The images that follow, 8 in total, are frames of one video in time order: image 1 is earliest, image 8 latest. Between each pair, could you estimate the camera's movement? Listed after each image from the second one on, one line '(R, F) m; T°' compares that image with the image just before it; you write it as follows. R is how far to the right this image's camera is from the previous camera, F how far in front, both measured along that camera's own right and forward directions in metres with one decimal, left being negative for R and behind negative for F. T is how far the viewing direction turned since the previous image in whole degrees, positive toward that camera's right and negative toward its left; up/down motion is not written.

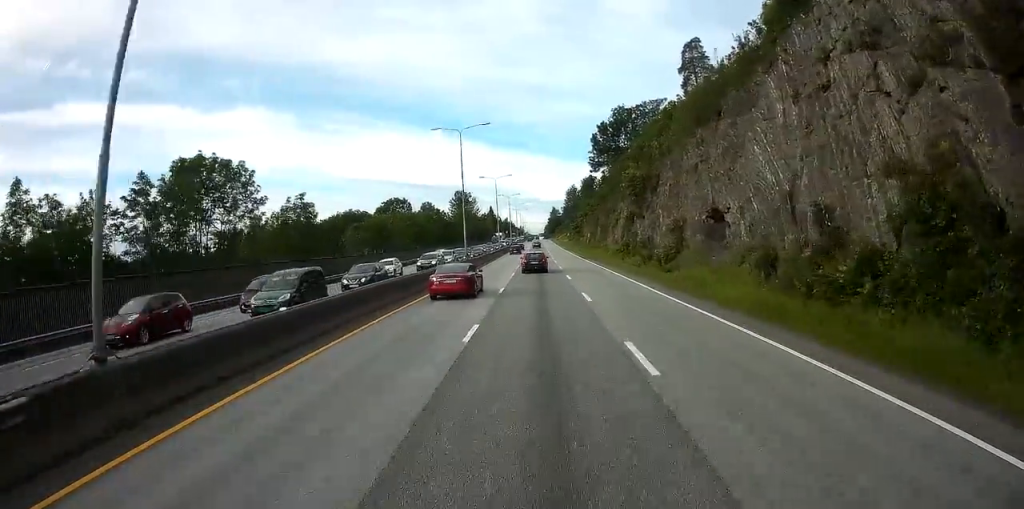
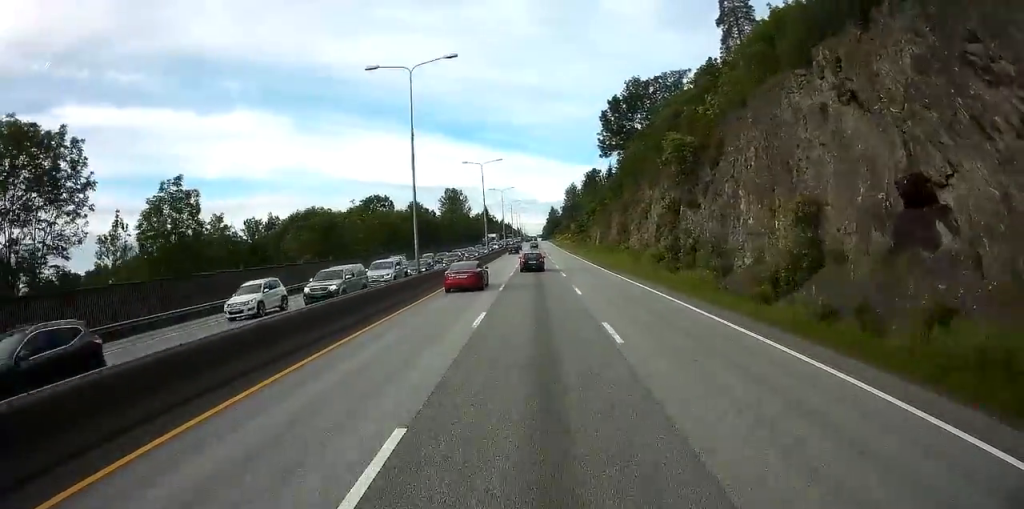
(0.0, +21.0) m; 0°
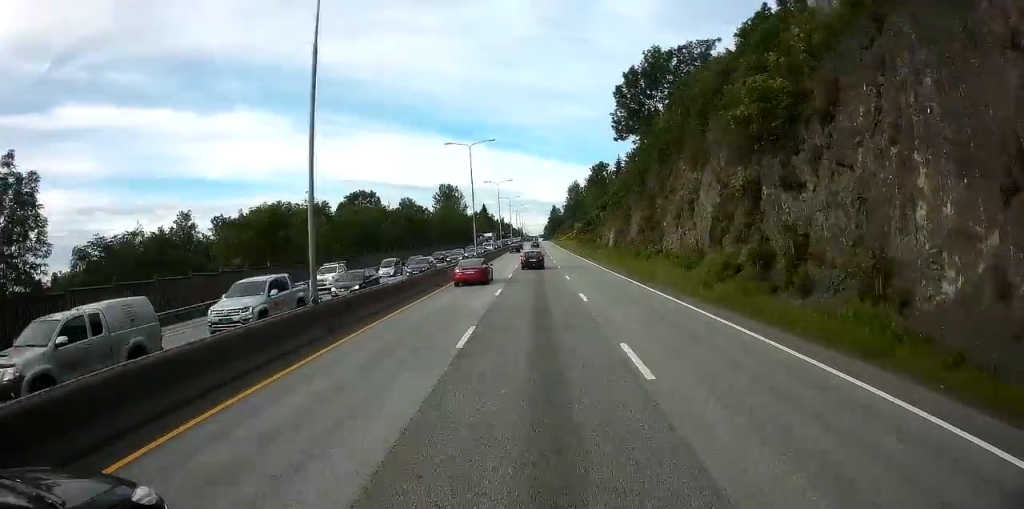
(0.0, +15.6) m; 0°
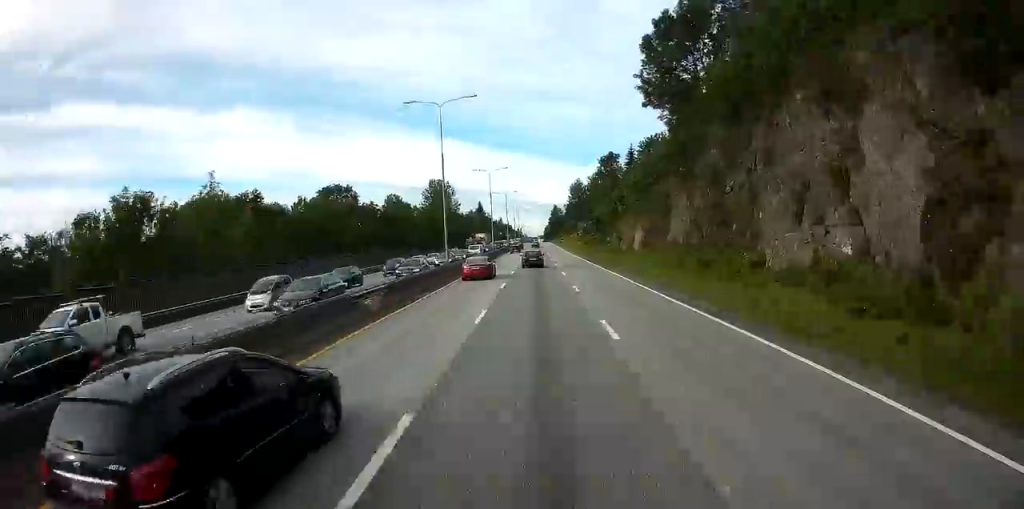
(+0.1, +20.4) m; 0°
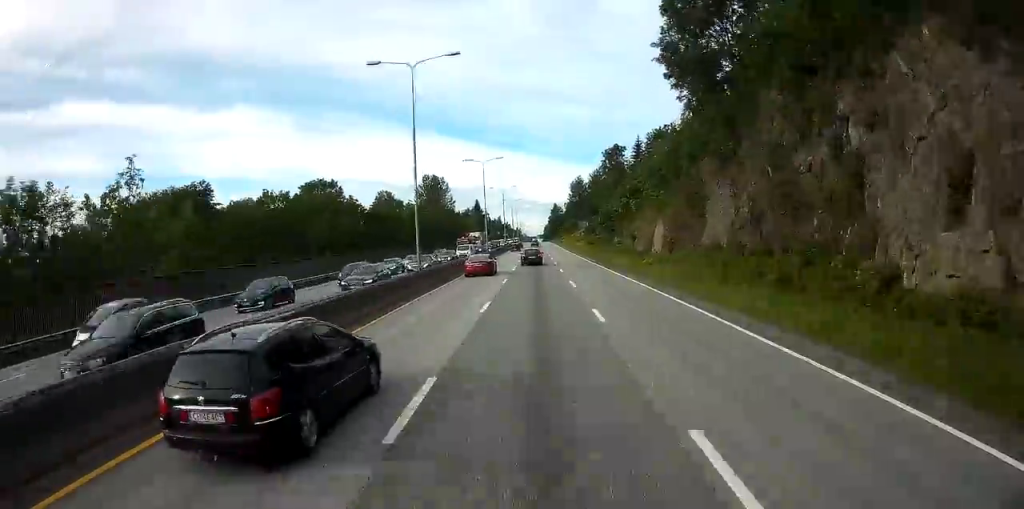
(0.0, +10.1) m; 0°
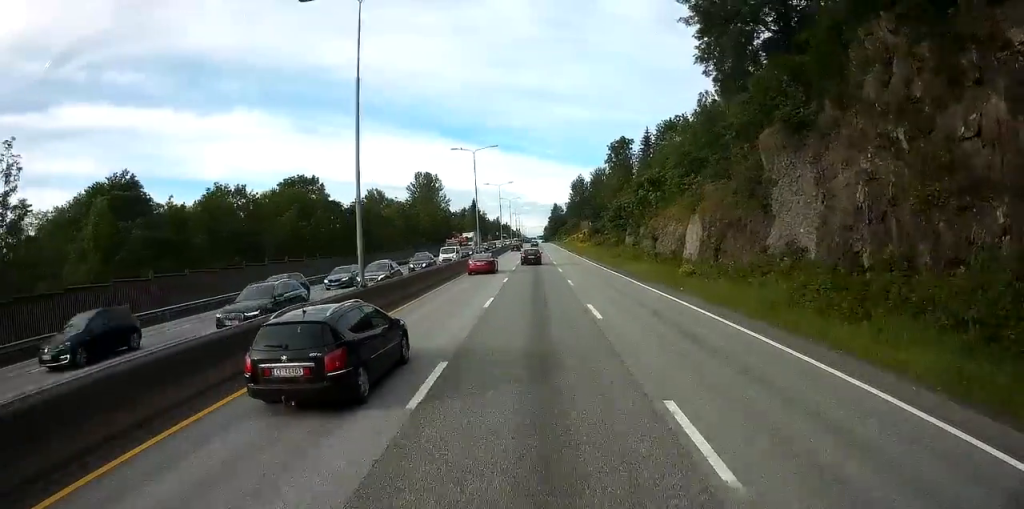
(+0.1, +11.0) m; 0°
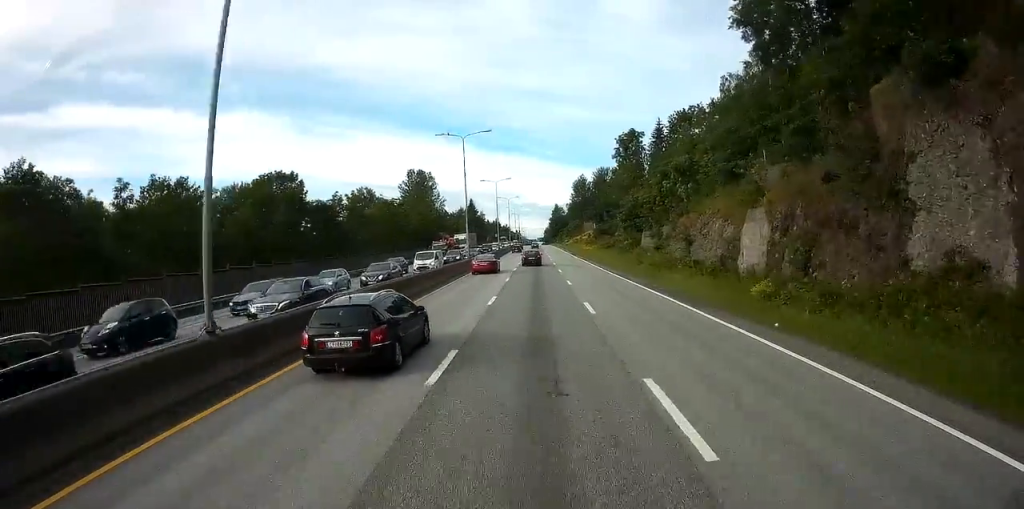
(-0.1, +10.9) m; 0°
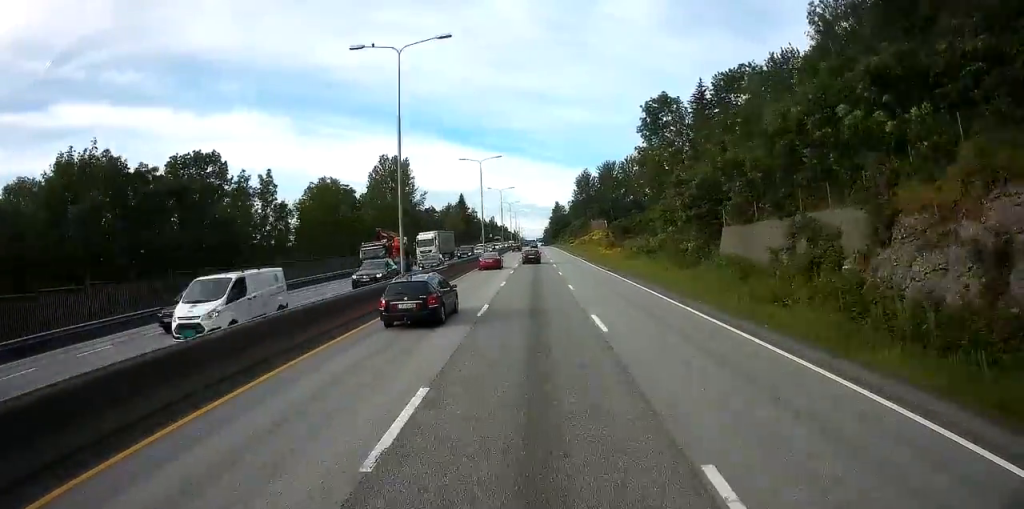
(-0.1, +27.9) m; 0°
